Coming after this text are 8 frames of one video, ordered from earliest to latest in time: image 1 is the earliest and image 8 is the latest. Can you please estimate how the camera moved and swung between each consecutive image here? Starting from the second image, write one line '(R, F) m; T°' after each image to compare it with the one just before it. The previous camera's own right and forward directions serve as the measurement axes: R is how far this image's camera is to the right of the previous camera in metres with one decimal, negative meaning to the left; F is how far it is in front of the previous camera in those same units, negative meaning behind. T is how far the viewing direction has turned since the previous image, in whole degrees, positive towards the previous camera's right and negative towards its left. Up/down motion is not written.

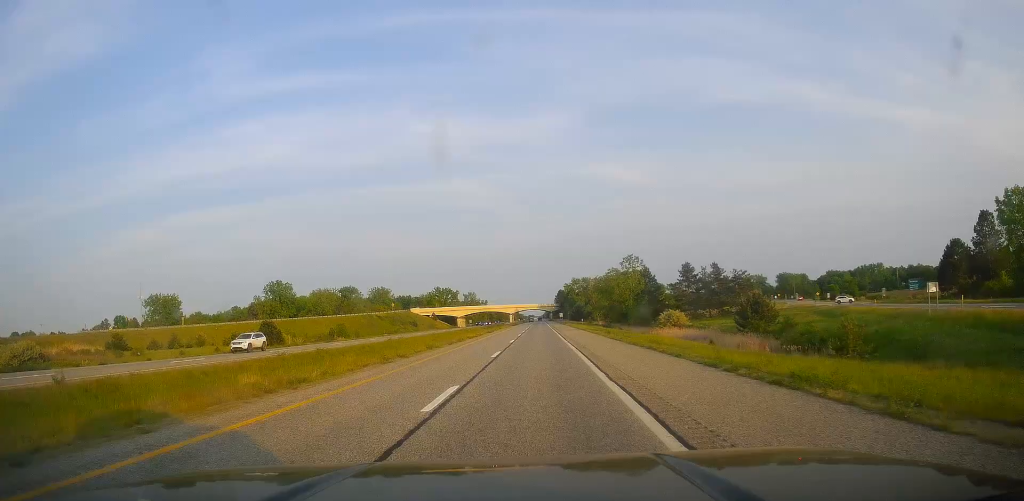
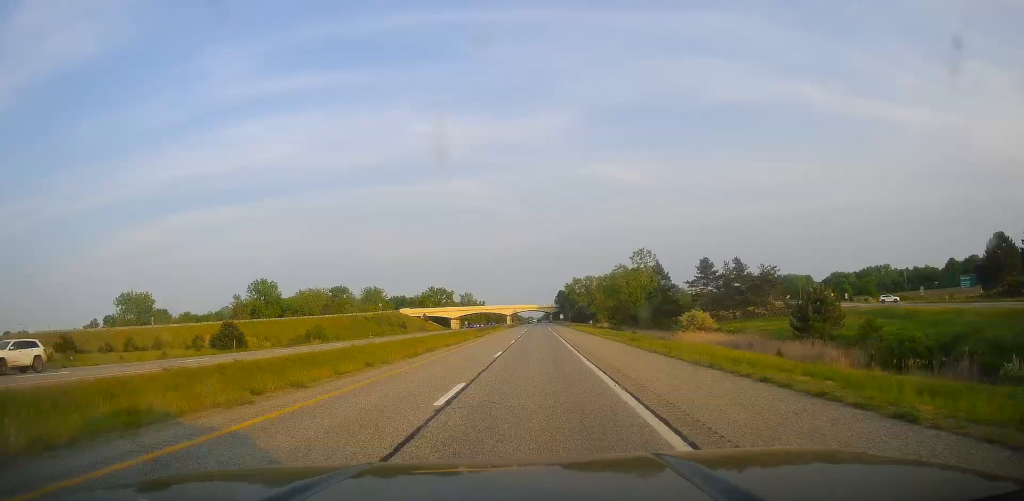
(+0.2, +14.5) m; 0°
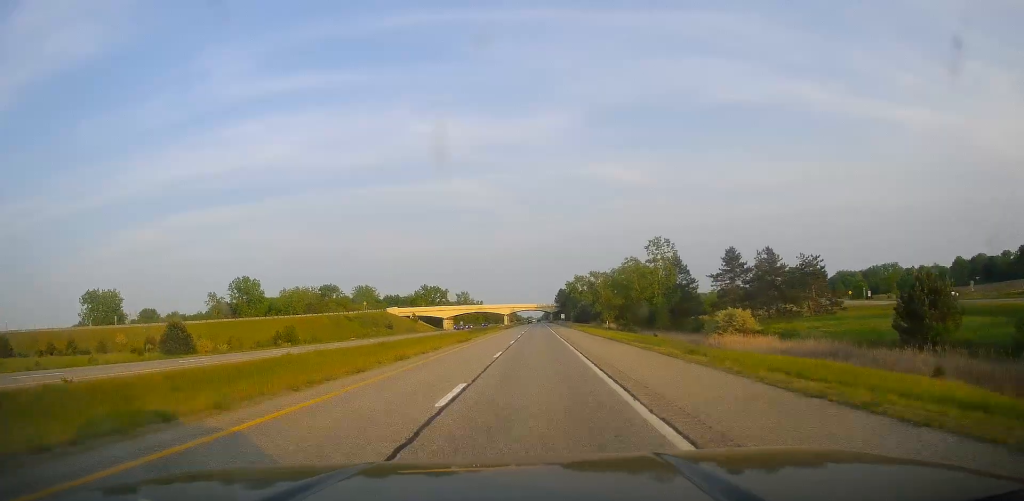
(+0.1, +15.7) m; 0°
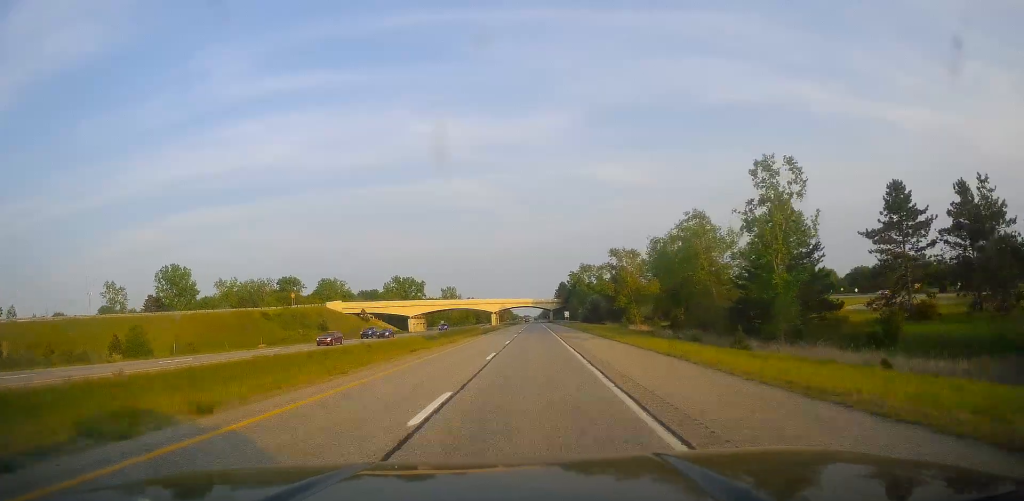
(0.0, +48.3) m; 0°
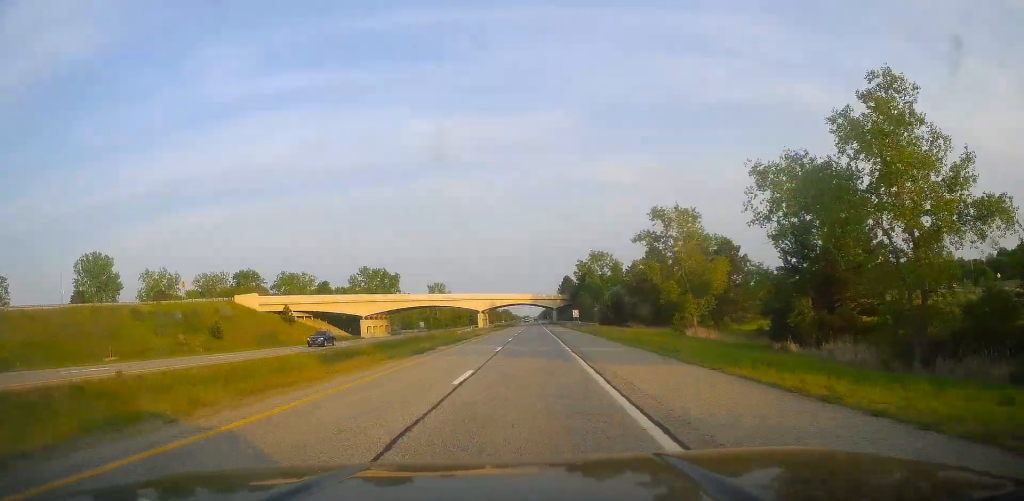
(0.0, +39.9) m; 0°
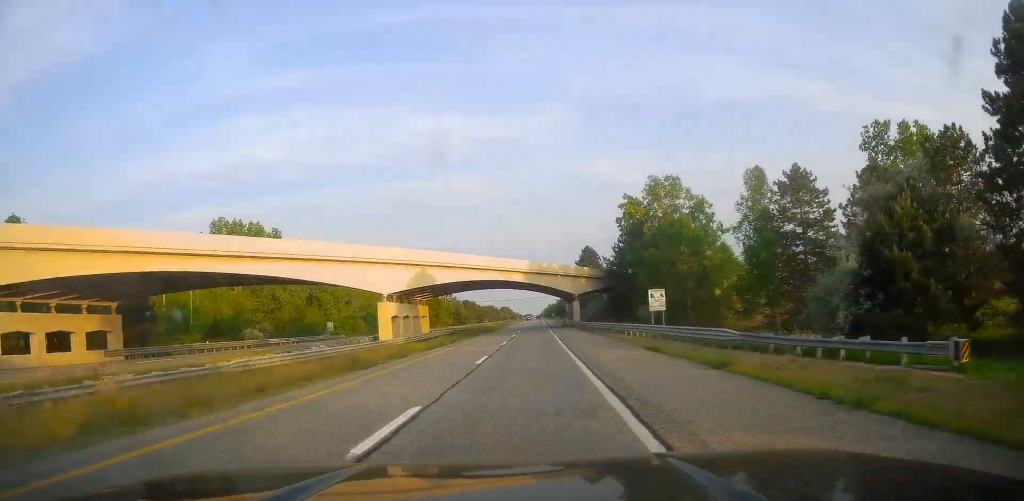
(-1.0, +85.7) m; -1°
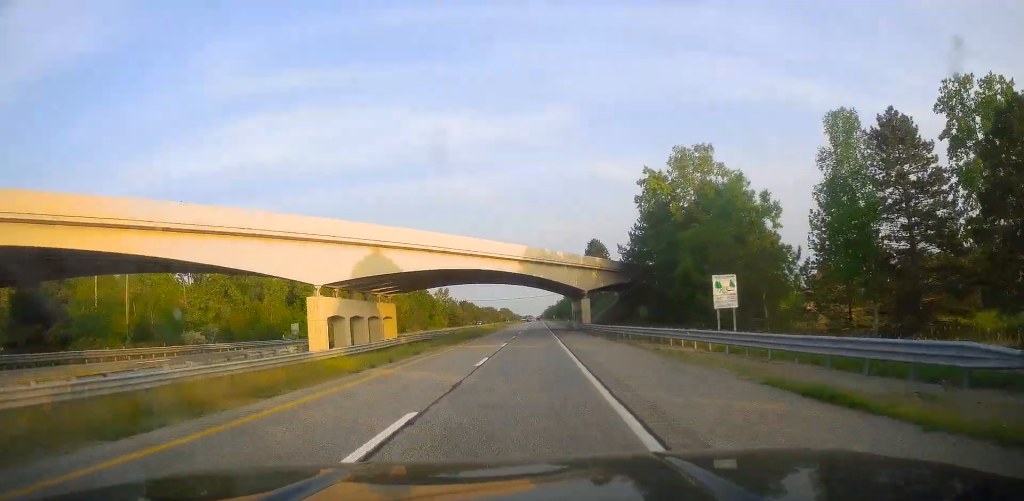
(0.0, +15.6) m; 0°
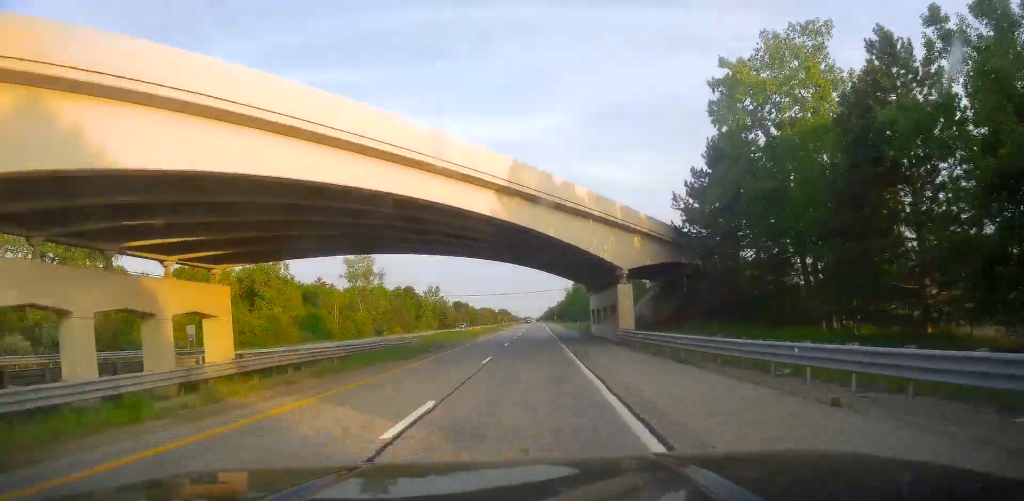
(+0.2, +28.8) m; +1°
